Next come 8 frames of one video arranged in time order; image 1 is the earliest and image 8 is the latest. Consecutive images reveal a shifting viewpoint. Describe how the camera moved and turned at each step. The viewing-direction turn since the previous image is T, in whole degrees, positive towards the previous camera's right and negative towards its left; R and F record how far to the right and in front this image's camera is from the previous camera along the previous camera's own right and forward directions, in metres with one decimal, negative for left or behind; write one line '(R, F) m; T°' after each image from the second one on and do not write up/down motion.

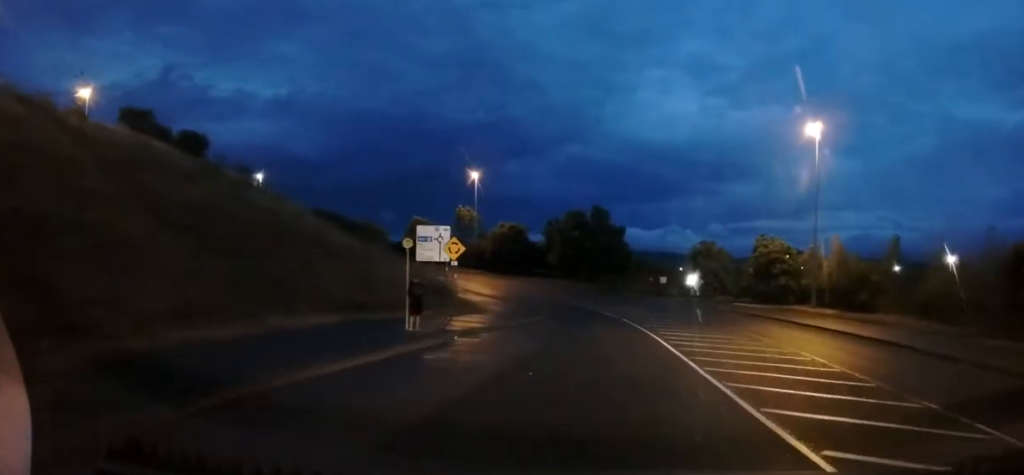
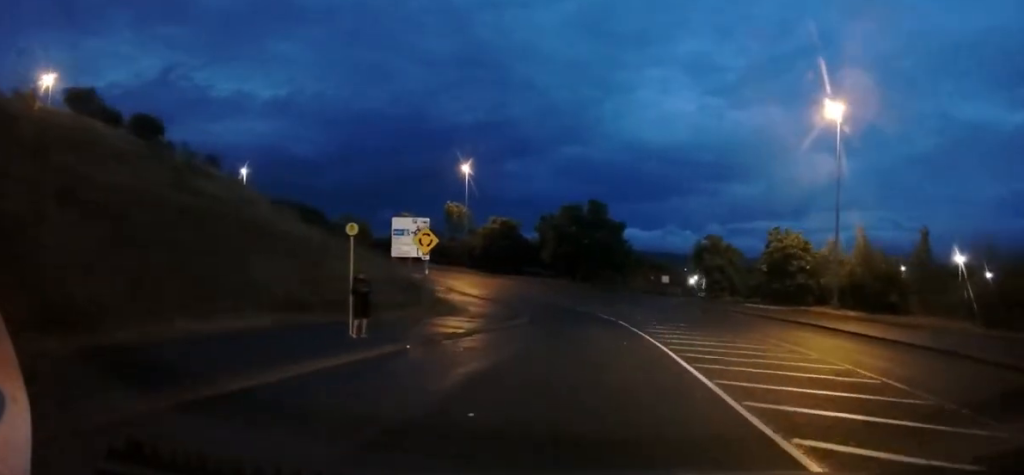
(0.0, +4.3) m; 0°
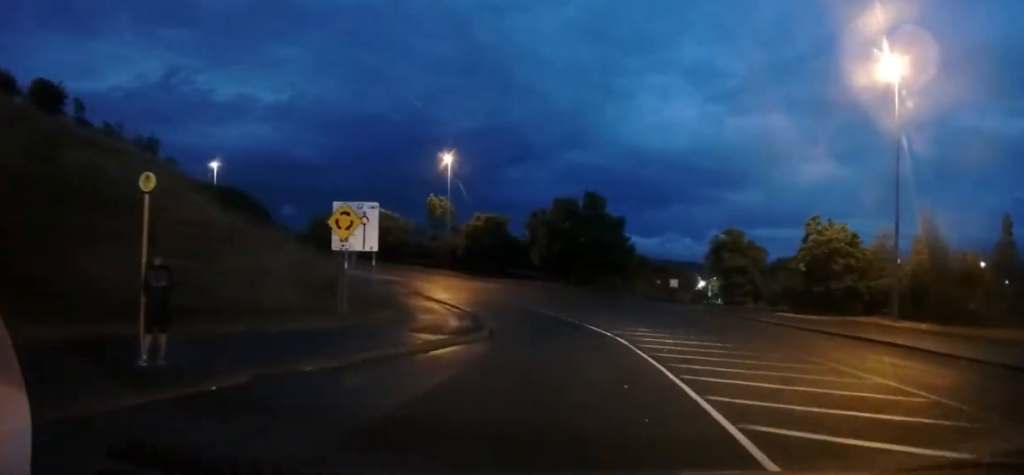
(+0.1, +8.1) m; -2°
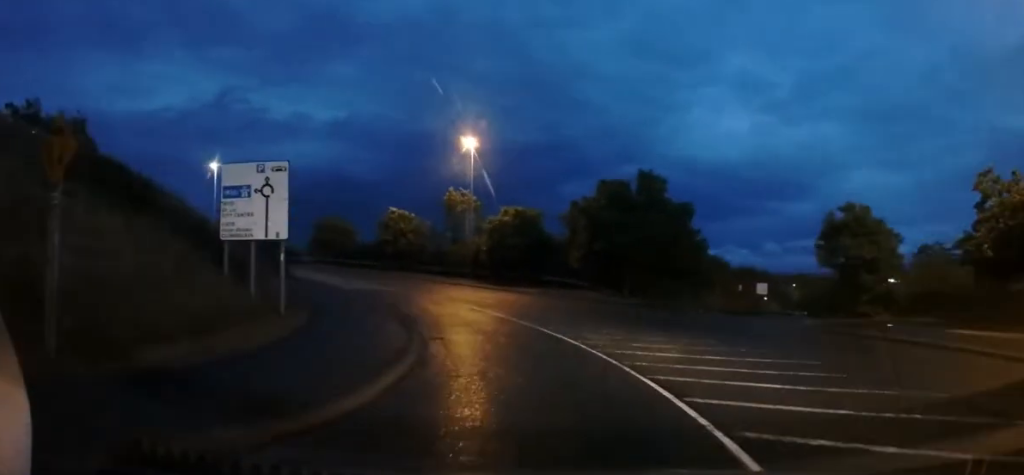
(-1.0, +12.8) m; -11°
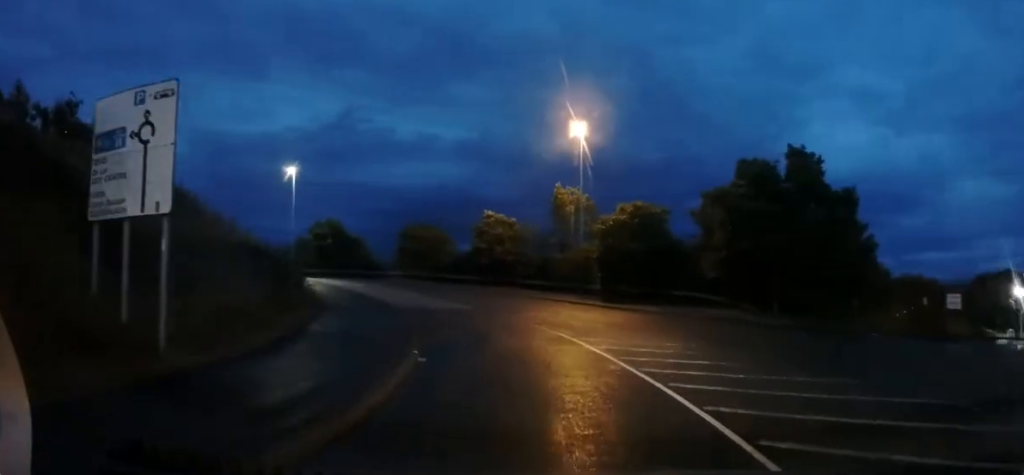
(-1.0, +10.1) m; -10°
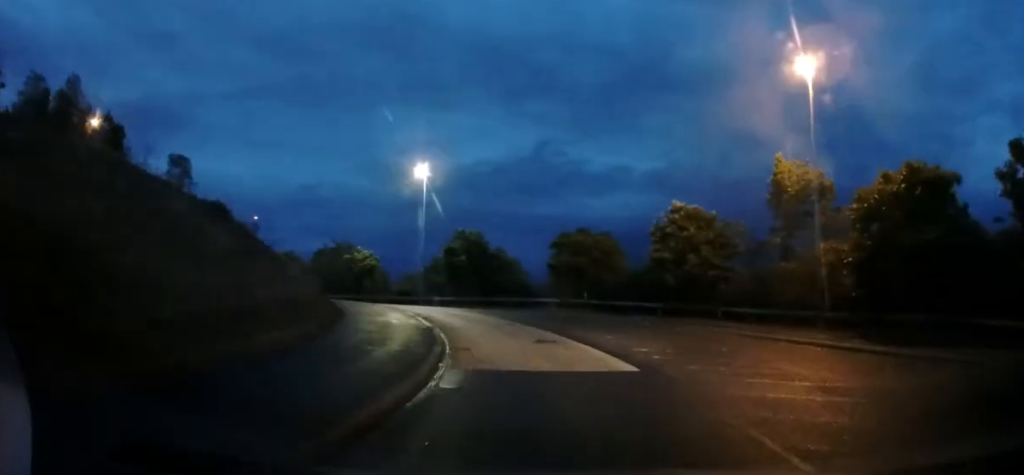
(-2.2, +17.2) m; -18°
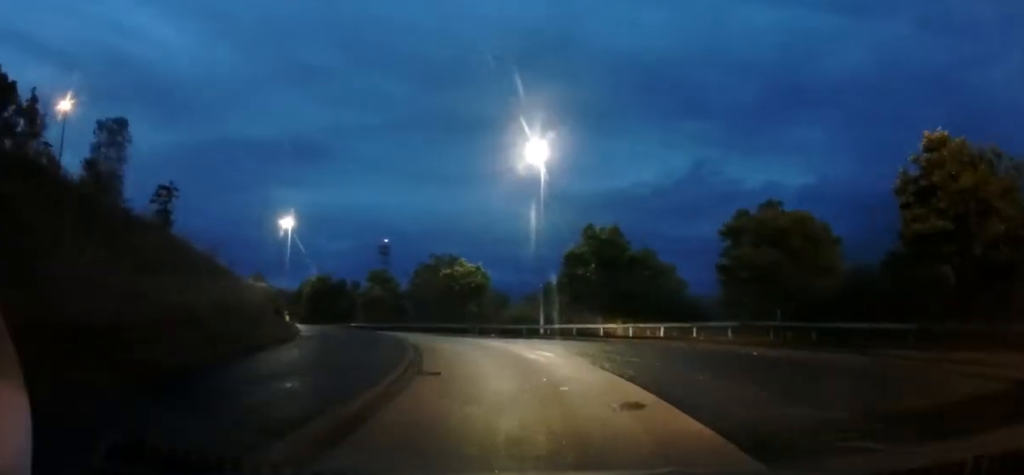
(-2.1, +15.3) m; -14°
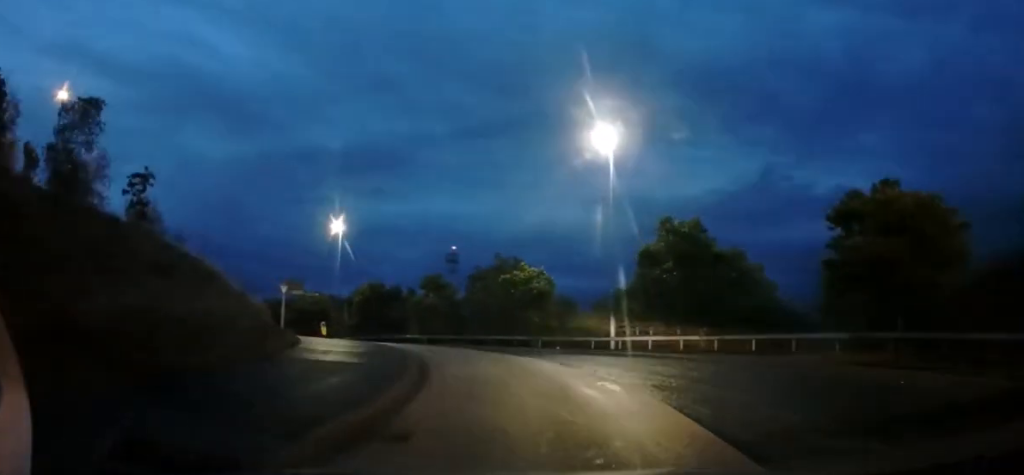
(0.0, +4.3) m; -6°
